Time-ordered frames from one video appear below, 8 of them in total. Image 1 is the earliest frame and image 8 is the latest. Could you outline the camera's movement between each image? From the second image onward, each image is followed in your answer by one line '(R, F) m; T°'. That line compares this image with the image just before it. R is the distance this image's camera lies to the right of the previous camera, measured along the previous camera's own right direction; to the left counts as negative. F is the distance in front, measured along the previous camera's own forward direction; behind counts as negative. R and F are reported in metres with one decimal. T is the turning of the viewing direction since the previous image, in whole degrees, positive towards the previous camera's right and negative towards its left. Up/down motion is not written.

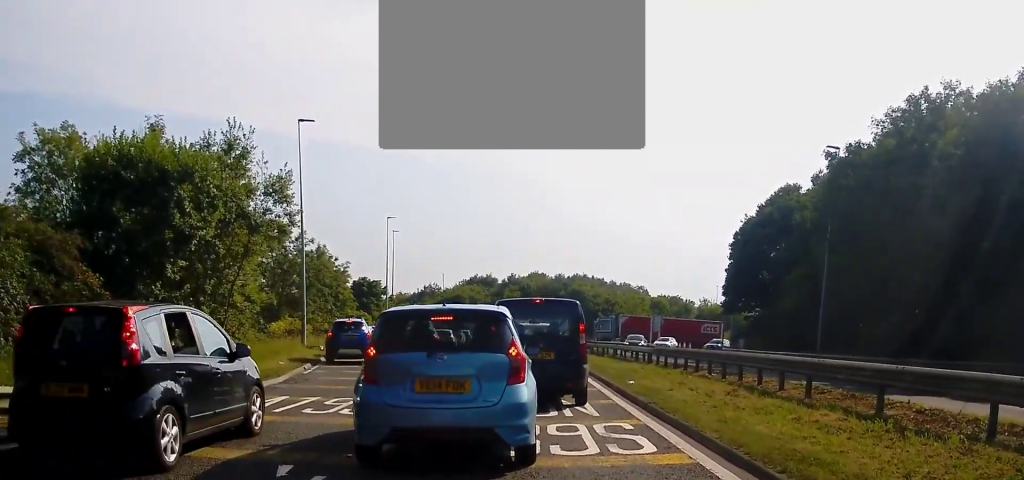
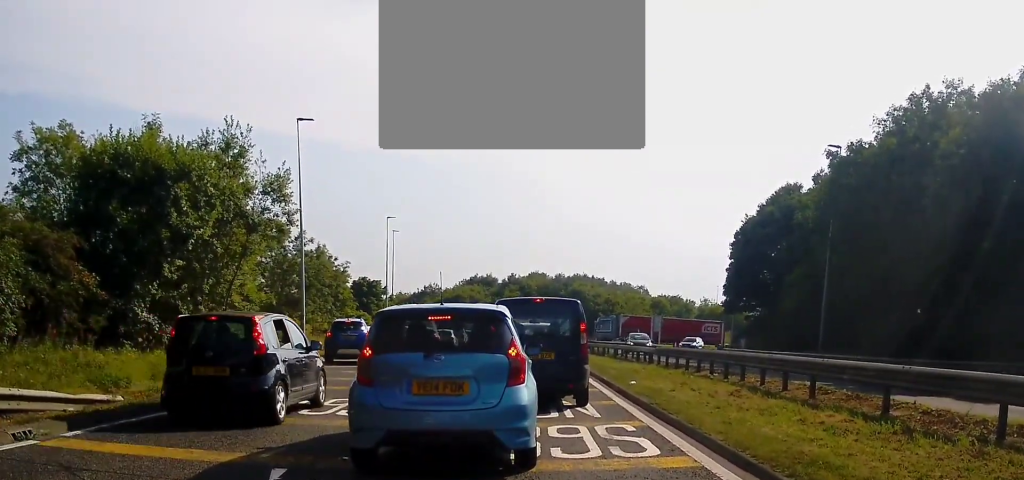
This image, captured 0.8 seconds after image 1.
(+0.1, +0.4) m; 0°
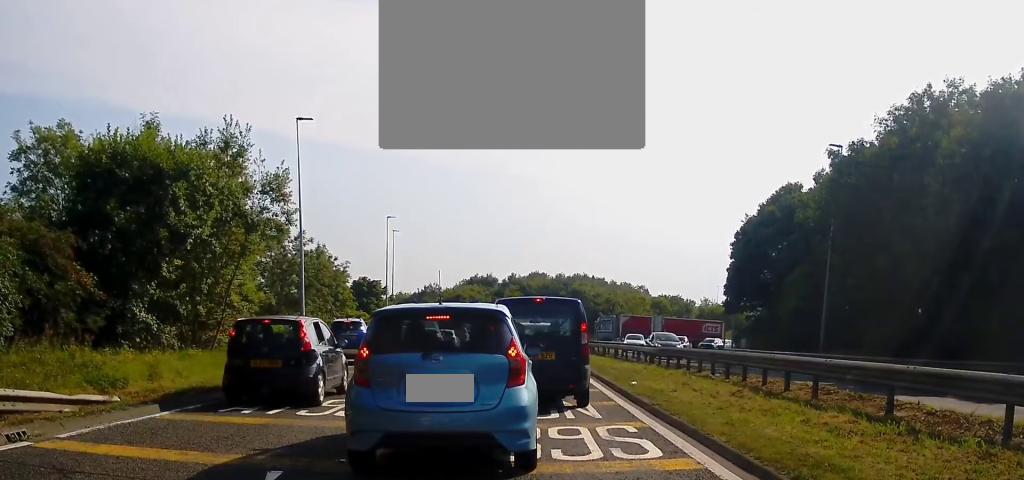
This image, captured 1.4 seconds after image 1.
(0.0, +0.3) m; 0°
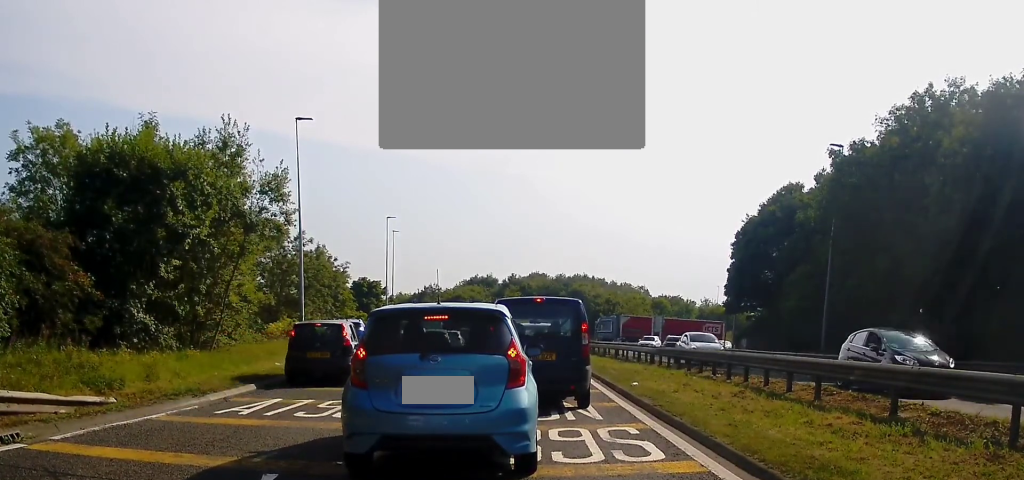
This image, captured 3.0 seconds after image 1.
(0.0, +0.6) m; 0°
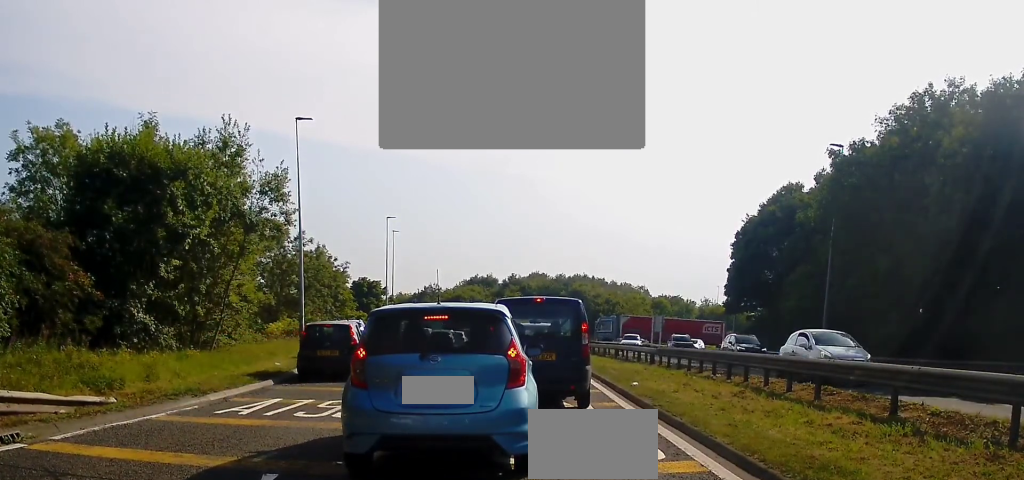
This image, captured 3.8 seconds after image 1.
(0.0, +0.2) m; 0°
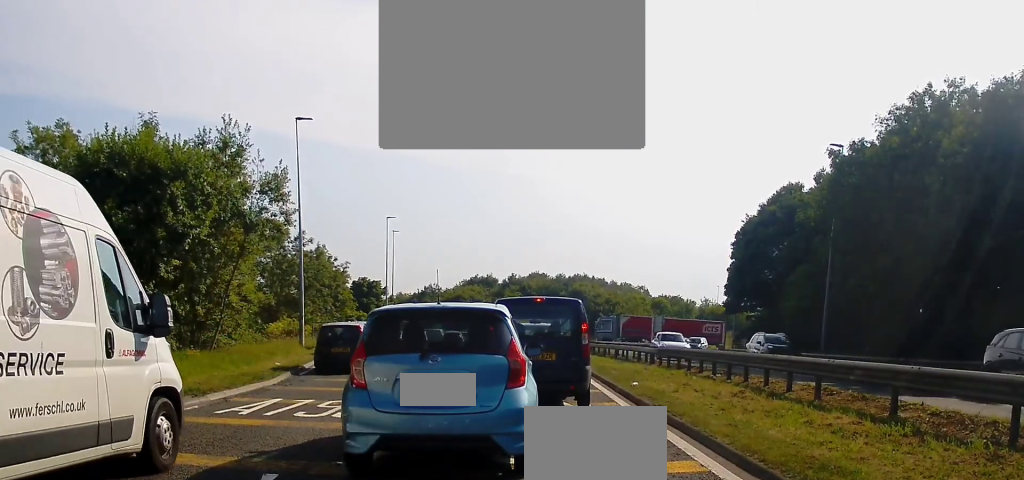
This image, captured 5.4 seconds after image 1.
(0.0, +0.4) m; 0°
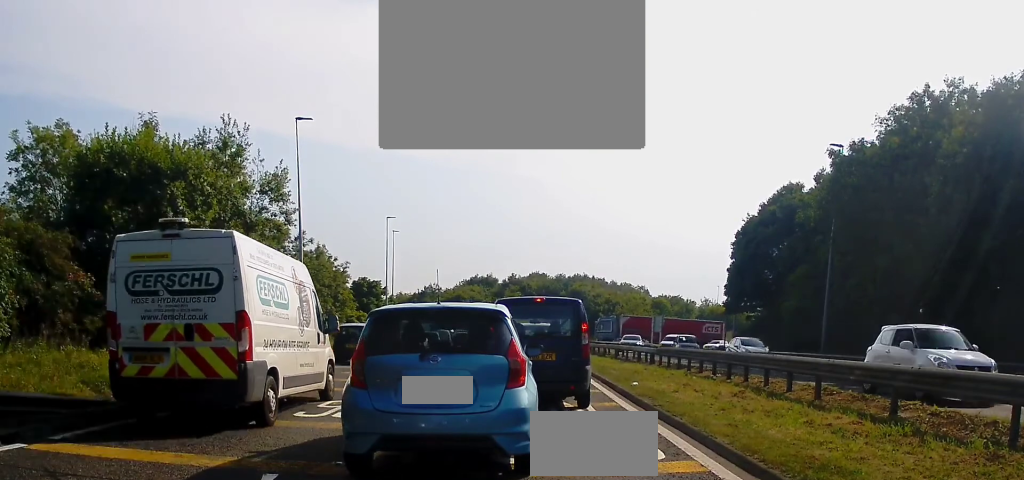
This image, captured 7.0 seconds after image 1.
(0.0, +0.2) m; 0°
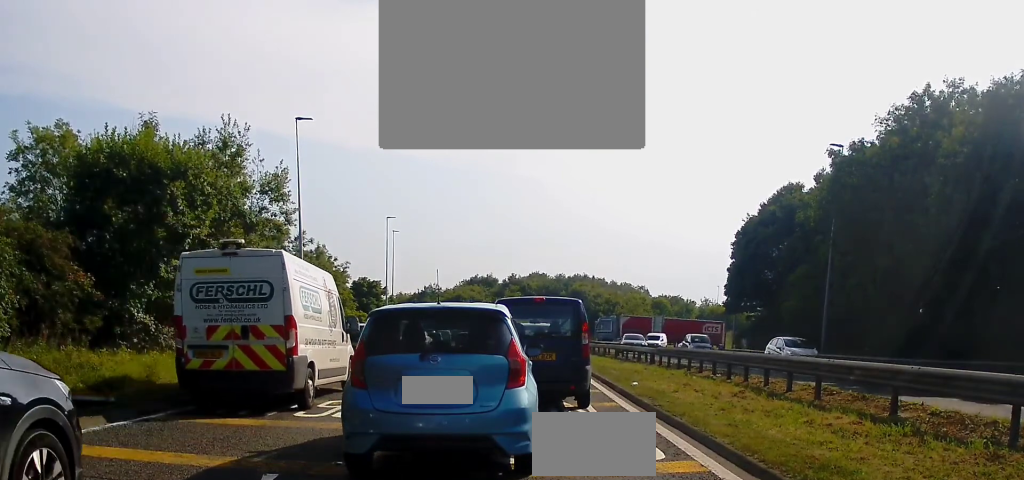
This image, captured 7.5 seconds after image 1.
(0.0, 0.0) m; 0°
